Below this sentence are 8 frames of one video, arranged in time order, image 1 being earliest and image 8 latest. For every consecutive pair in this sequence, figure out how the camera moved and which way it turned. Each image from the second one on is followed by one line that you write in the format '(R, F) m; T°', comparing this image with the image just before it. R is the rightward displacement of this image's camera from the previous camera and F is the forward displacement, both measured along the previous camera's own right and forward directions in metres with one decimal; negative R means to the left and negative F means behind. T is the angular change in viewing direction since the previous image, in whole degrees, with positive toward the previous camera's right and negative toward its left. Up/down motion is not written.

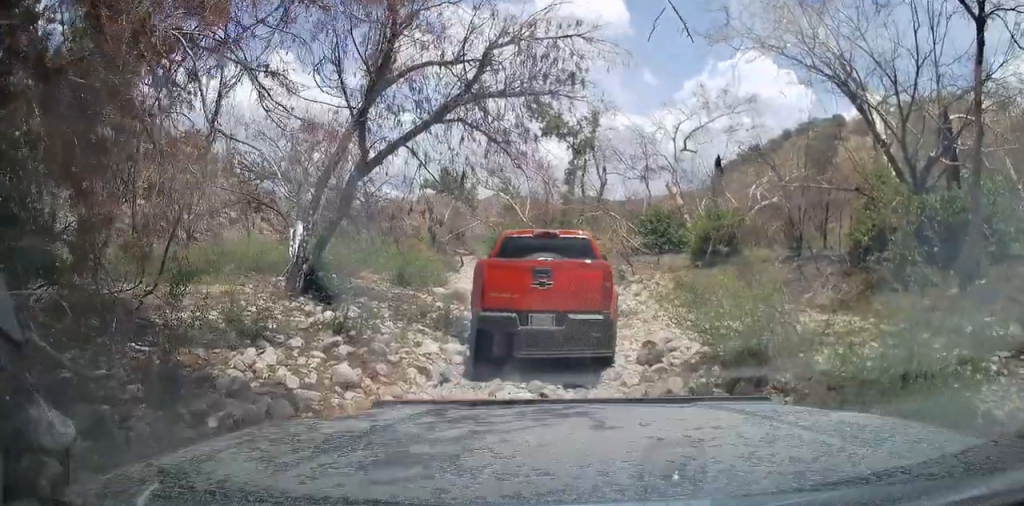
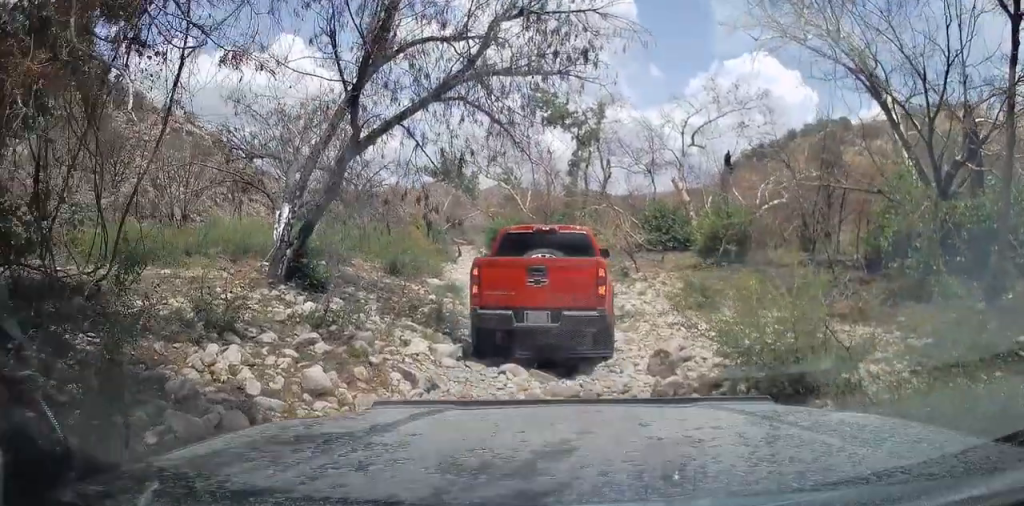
(0.0, +1.1) m; 0°
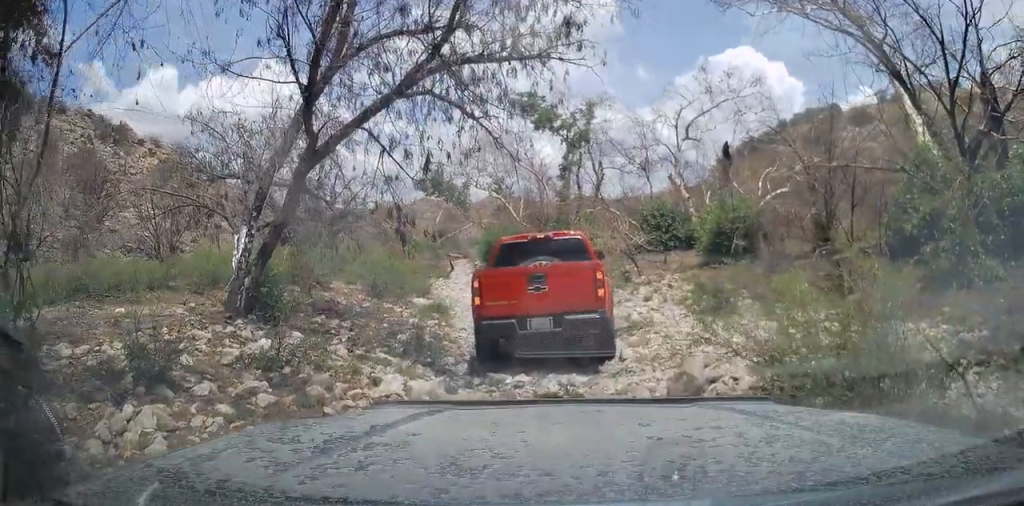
(-0.3, +1.4) m; 0°
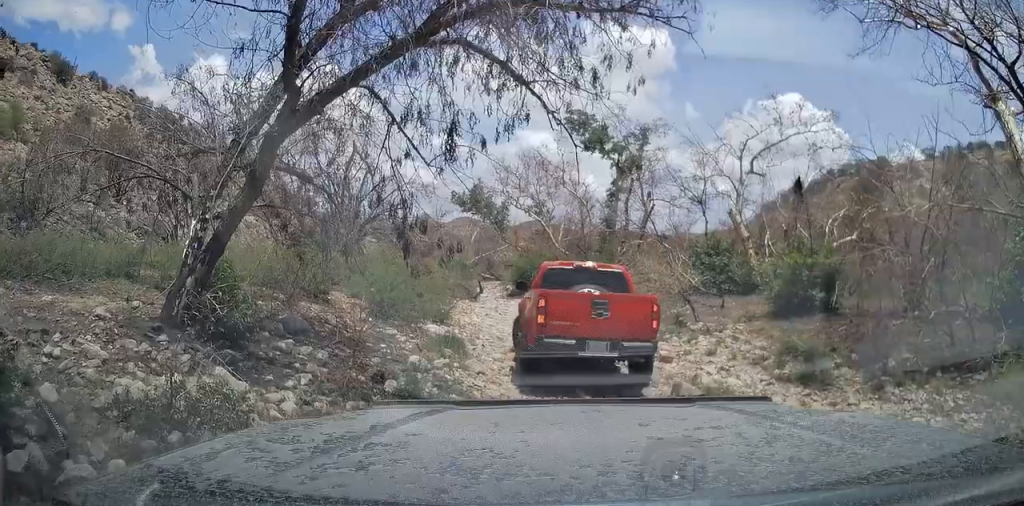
(-0.1, +2.6) m; 0°
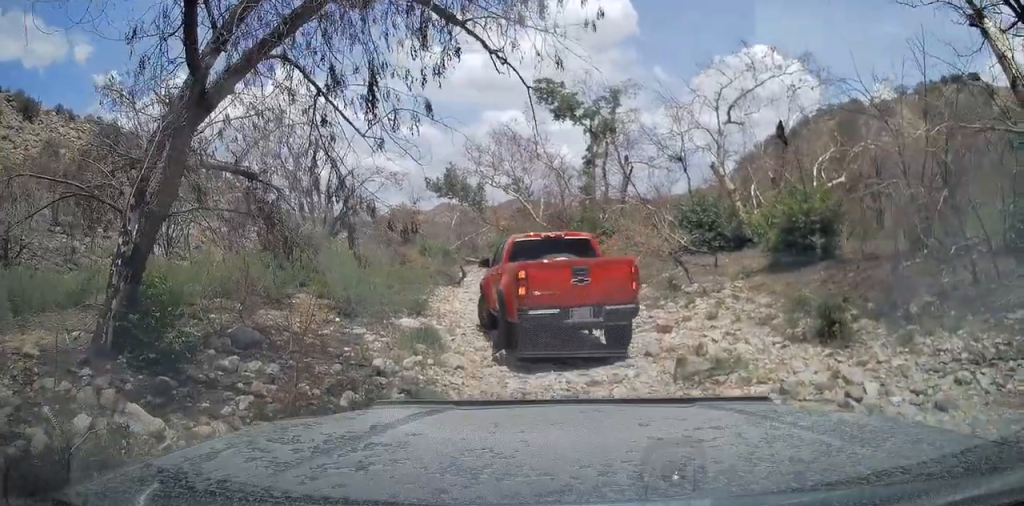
(0.0, +1.0) m; 0°
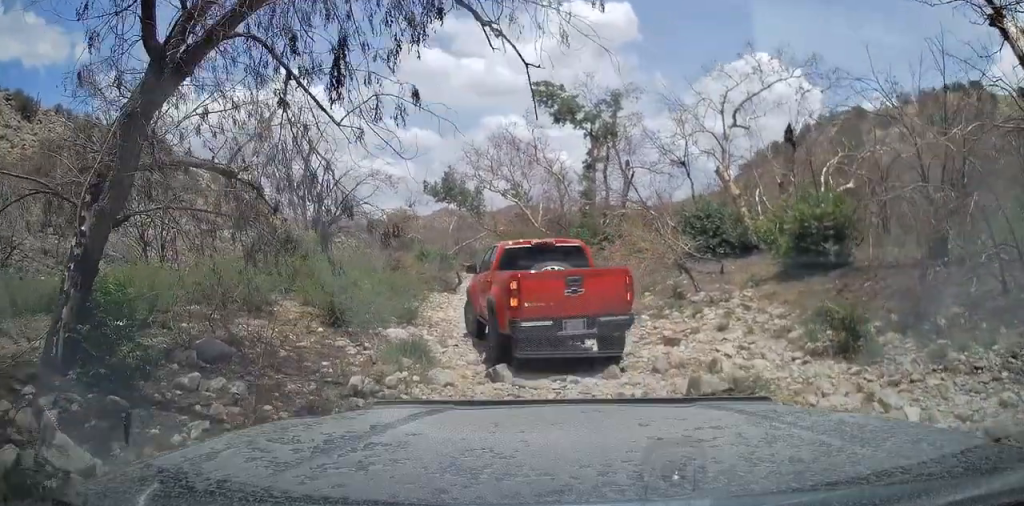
(-0.1, +0.4) m; 0°
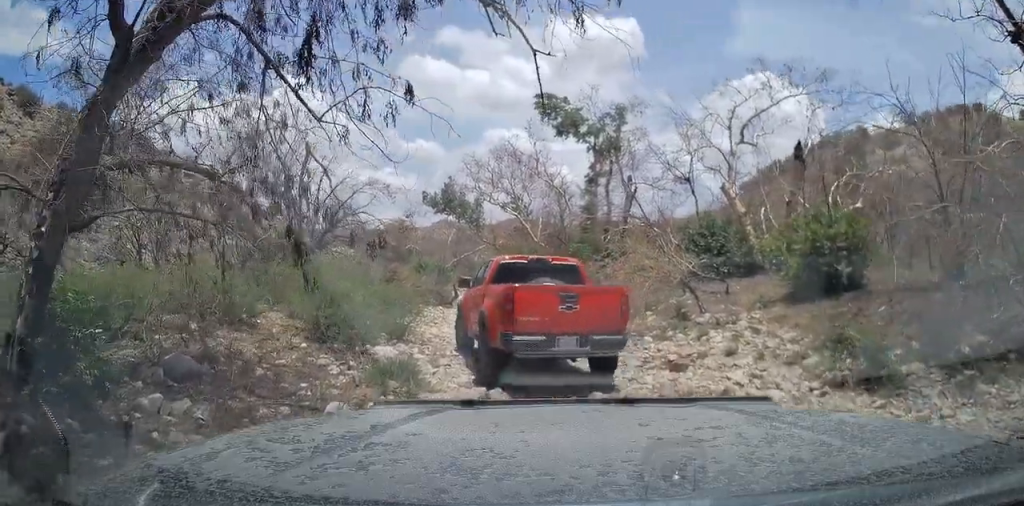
(-0.1, +0.4) m; 0°
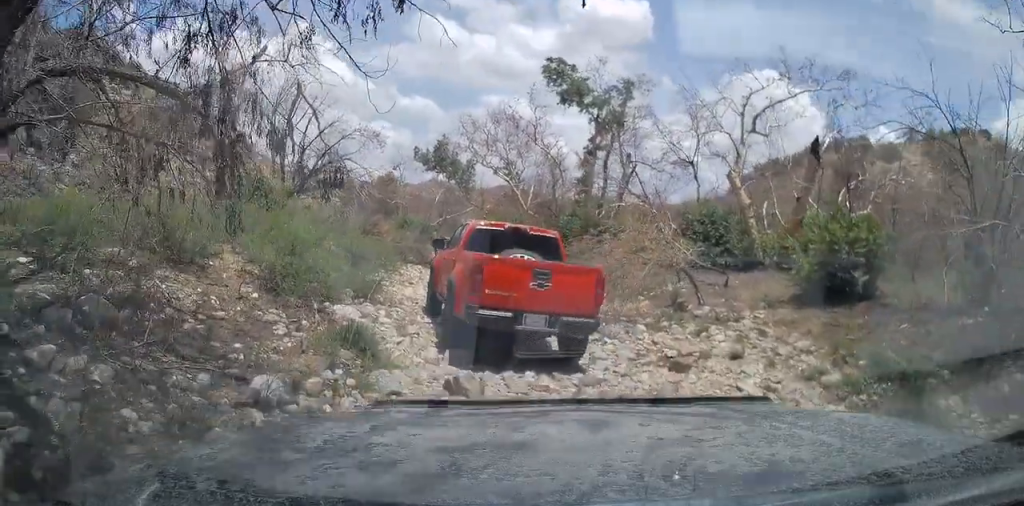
(-0.2, +1.0) m; +3°
